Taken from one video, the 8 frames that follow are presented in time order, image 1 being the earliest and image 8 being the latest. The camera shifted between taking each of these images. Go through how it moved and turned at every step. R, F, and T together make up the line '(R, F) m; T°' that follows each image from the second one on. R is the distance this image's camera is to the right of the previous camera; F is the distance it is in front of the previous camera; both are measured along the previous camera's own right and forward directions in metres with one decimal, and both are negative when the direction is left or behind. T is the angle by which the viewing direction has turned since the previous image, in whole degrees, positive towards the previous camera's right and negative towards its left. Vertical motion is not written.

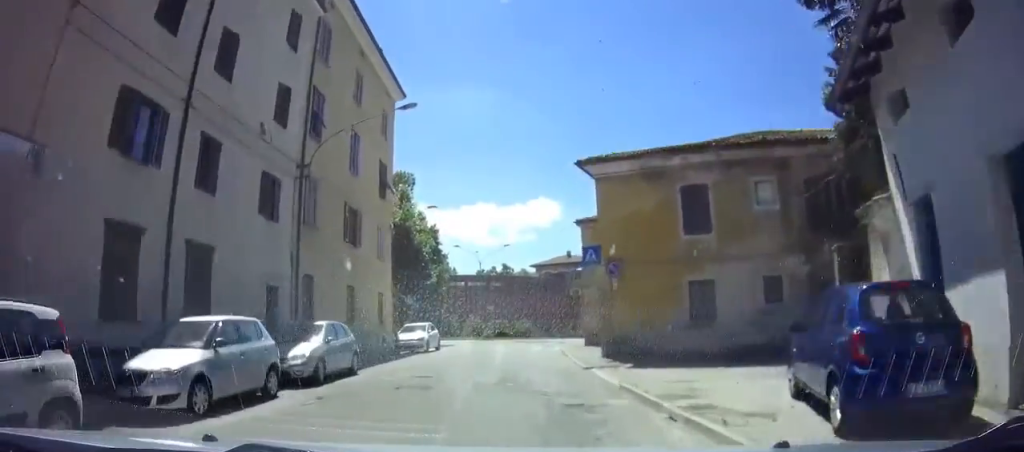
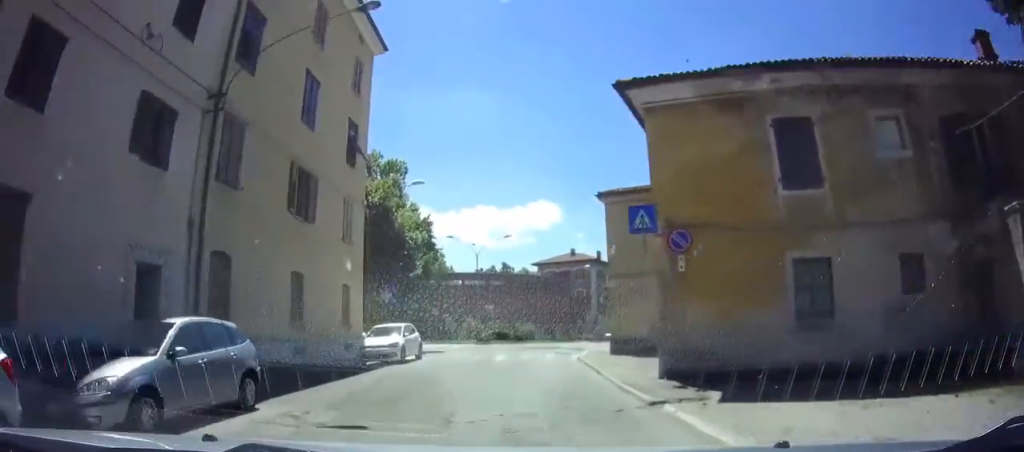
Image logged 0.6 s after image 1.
(+0.2, +6.5) m; +1°
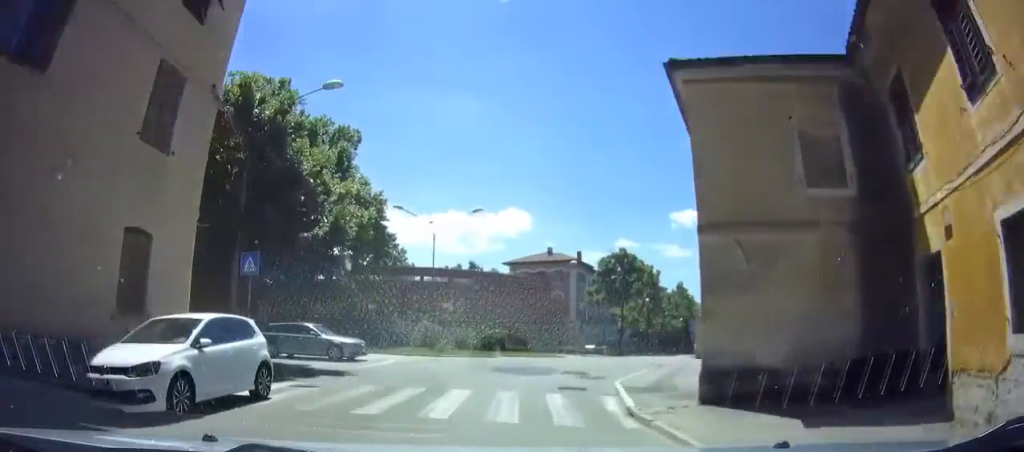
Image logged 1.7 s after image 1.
(+0.1, +12.8) m; +1°
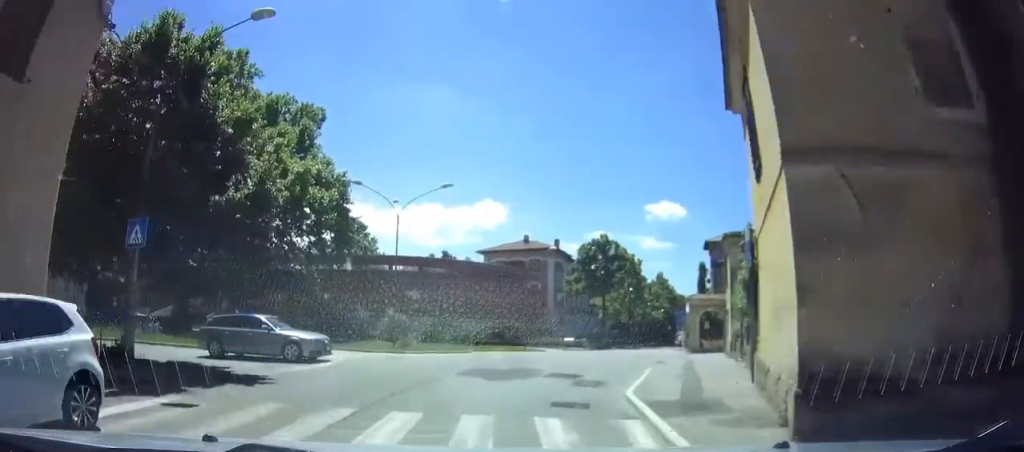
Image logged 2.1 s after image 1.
(0.0, +4.4) m; +1°
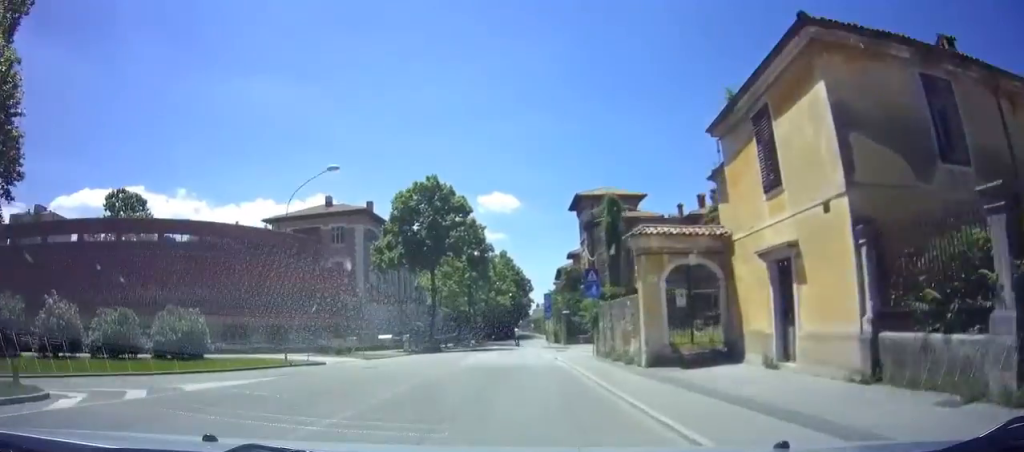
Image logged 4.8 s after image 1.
(+3.9, +23.7) m; +12°
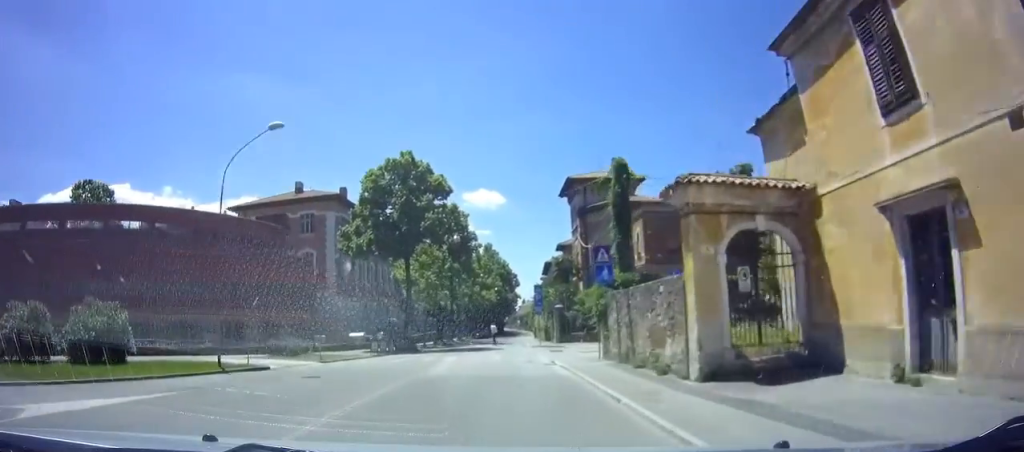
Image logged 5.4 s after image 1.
(-0.1, +5.5) m; -1°
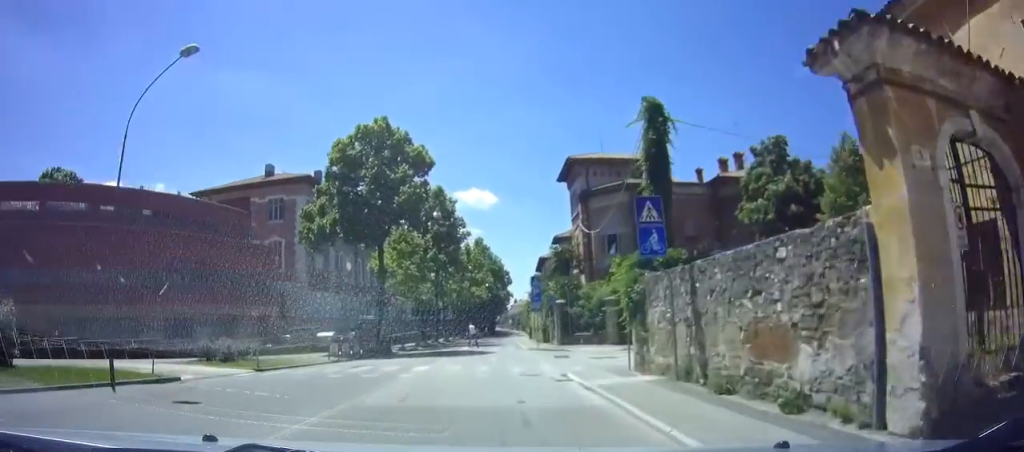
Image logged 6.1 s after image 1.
(0.0, +5.7) m; 0°
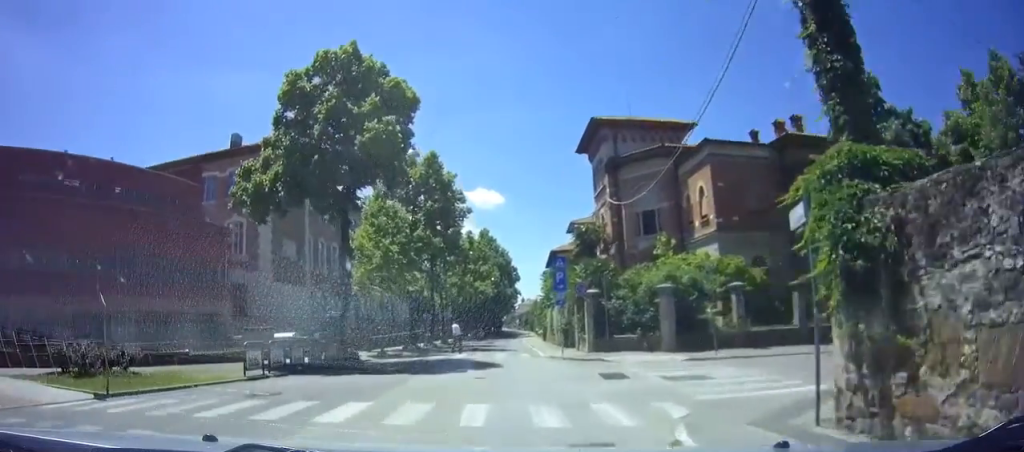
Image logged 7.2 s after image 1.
(+0.1, +8.7) m; +4°
